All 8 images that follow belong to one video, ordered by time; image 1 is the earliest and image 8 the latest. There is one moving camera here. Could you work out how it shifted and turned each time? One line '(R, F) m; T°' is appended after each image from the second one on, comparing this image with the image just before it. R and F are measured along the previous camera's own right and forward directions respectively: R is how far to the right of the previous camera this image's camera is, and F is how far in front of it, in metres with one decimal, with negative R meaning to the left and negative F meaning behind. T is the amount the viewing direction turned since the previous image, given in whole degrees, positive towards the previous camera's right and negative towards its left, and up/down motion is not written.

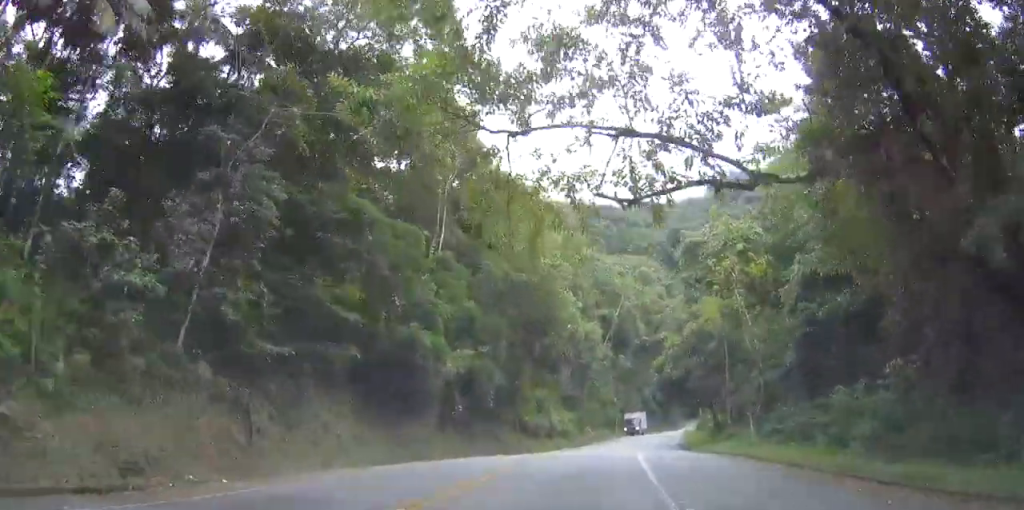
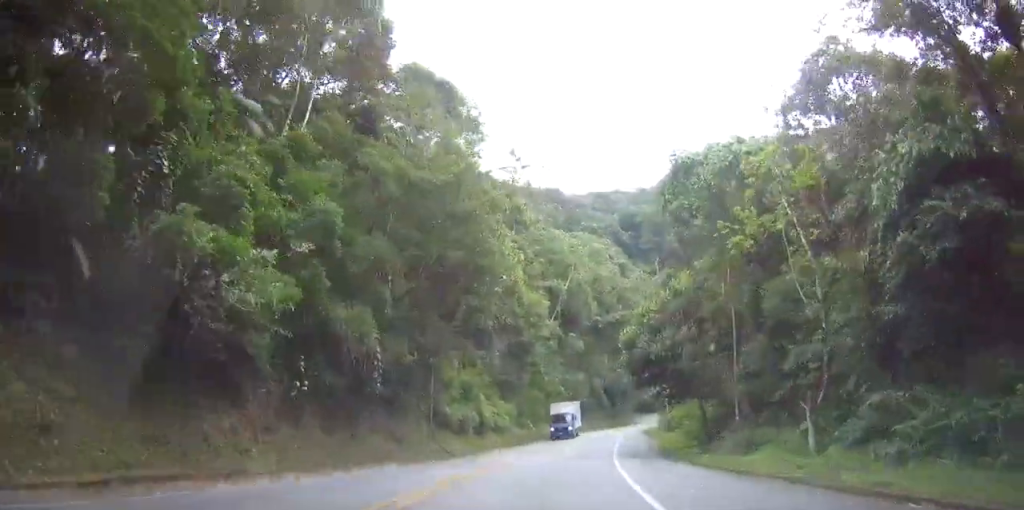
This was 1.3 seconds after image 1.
(0.0, +14.0) m; +3°
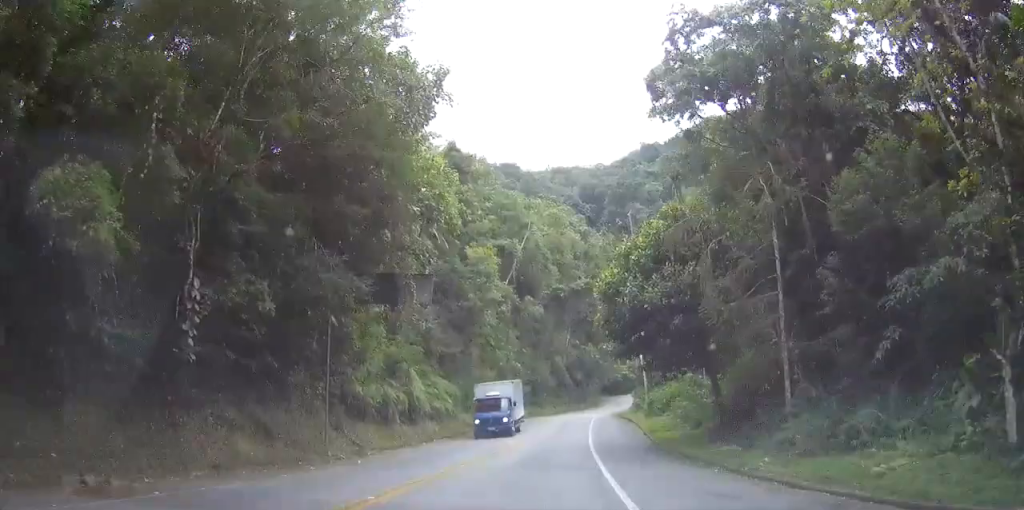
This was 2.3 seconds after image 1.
(+0.5, +11.4) m; +5°
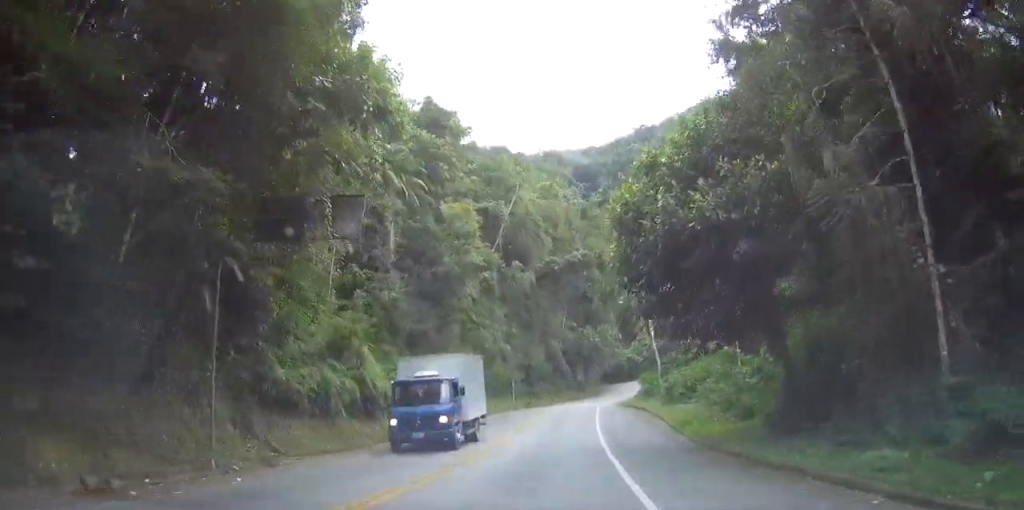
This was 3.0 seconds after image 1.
(+0.4, +9.1) m; +3°
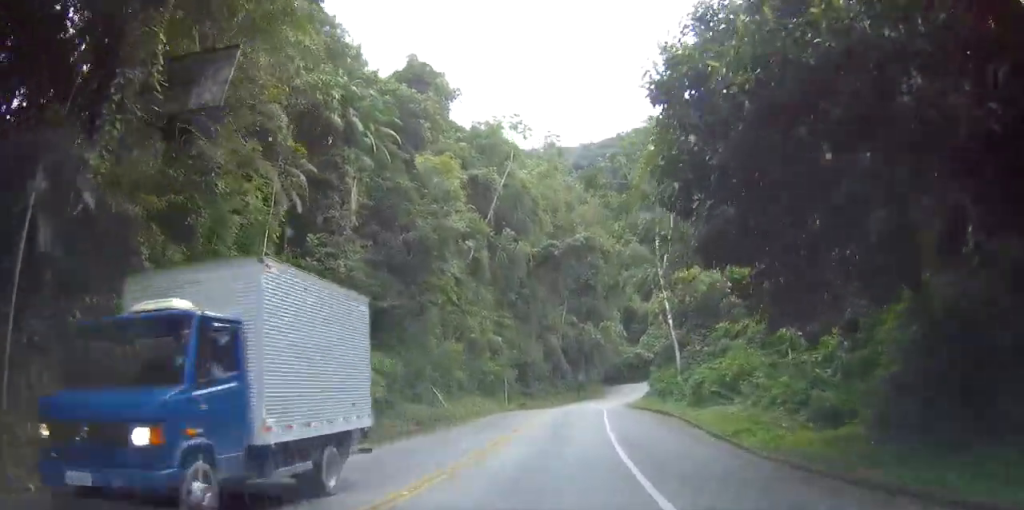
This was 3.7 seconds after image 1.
(0.0, +8.1) m; +2°
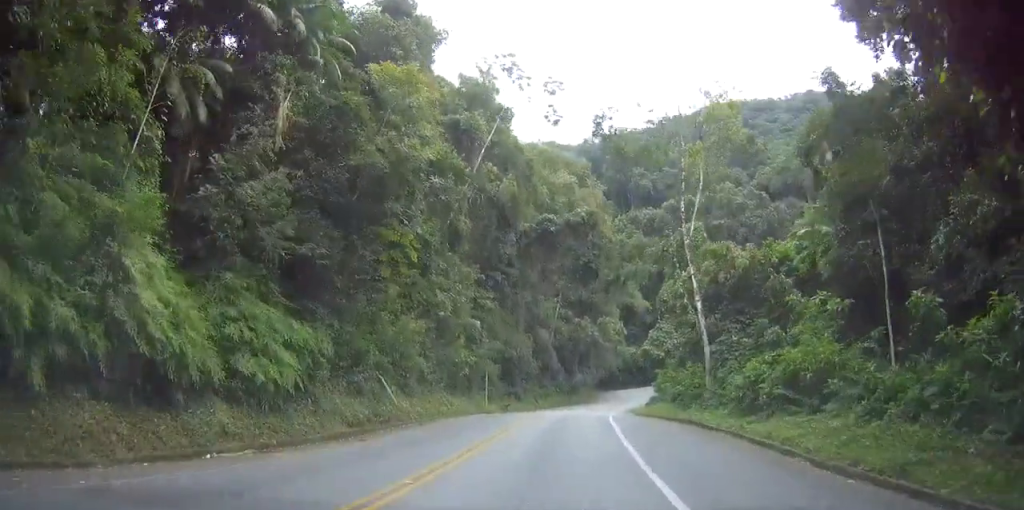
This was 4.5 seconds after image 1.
(+0.3, +9.3) m; +2°
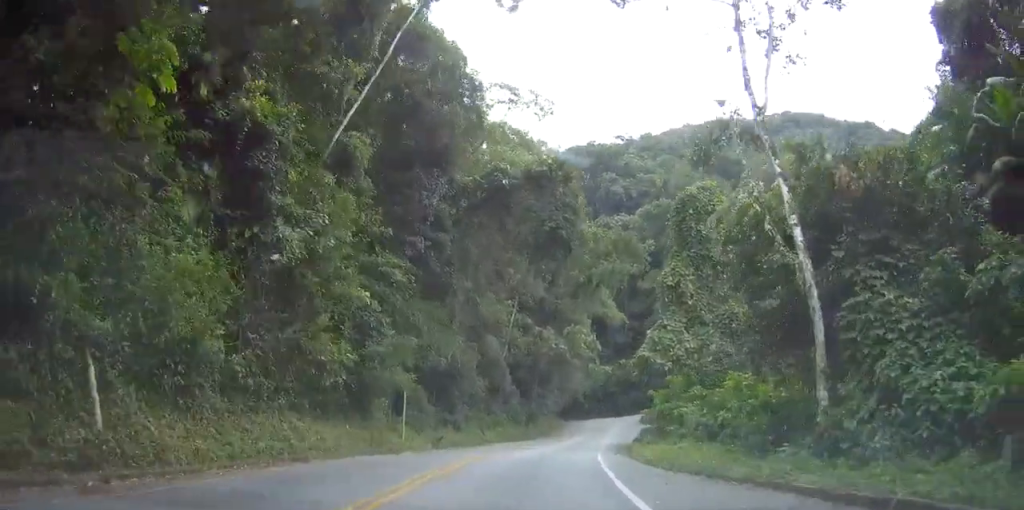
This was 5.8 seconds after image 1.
(+0.2, +16.3) m; +1°
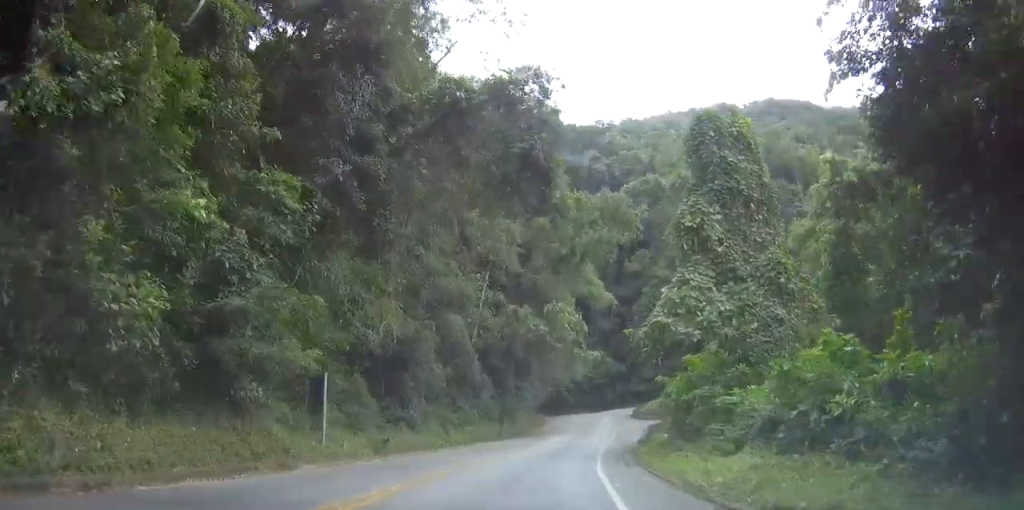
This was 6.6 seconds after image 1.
(0.0, +9.8) m; 0°
